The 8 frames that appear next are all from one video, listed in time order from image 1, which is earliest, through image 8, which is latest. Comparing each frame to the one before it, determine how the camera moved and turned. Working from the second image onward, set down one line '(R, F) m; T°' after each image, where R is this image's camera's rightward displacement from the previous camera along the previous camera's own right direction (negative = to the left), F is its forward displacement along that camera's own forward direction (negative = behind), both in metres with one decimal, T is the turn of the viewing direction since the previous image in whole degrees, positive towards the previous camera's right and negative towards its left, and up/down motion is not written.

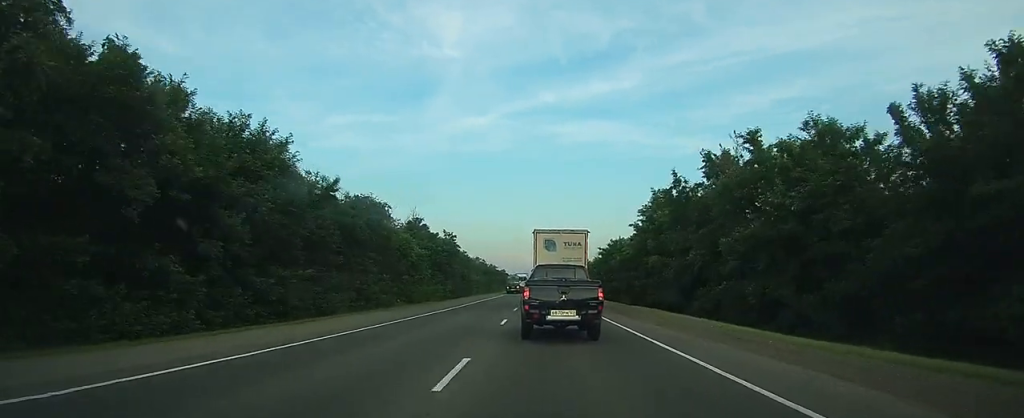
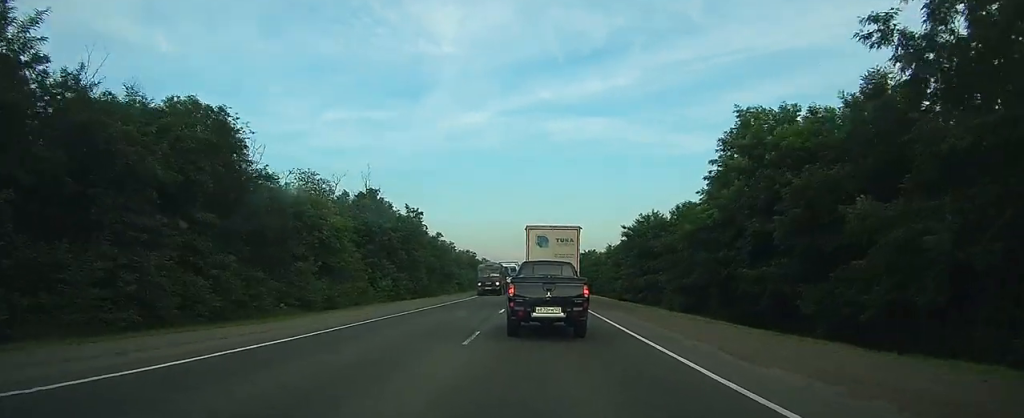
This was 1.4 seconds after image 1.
(+0.2, +31.3) m; +1°
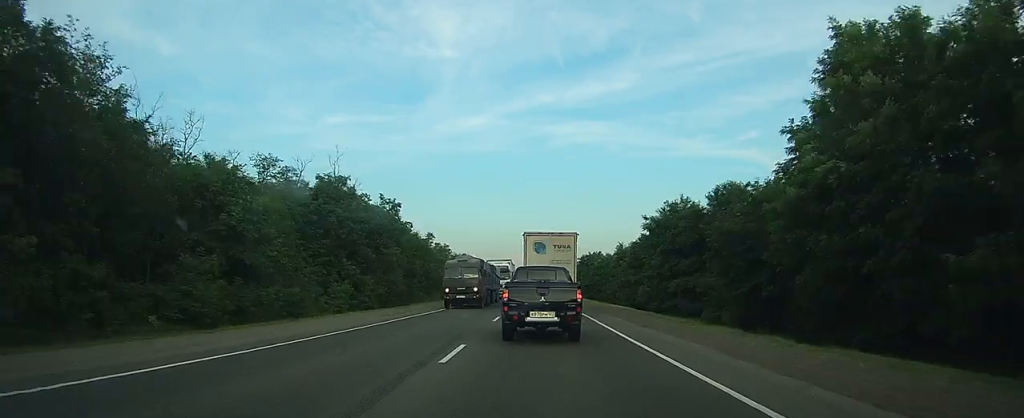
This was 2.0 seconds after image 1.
(0.0, +14.1) m; 0°
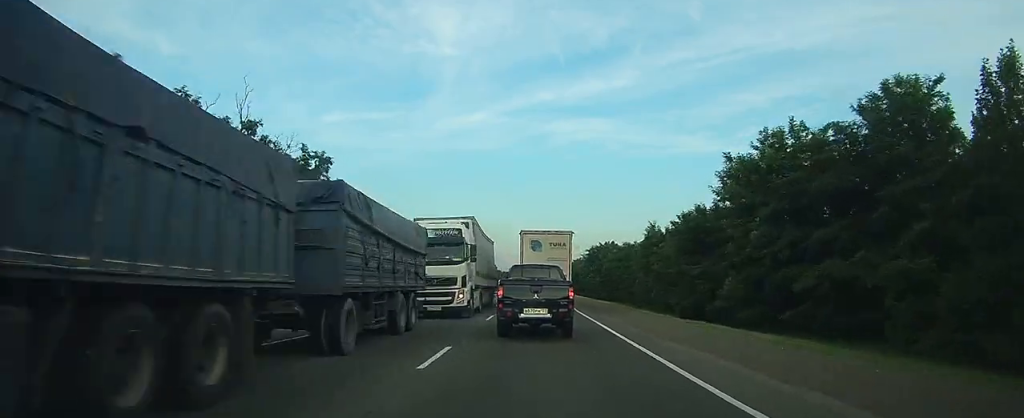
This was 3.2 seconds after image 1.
(+0.2, +25.0) m; +1°
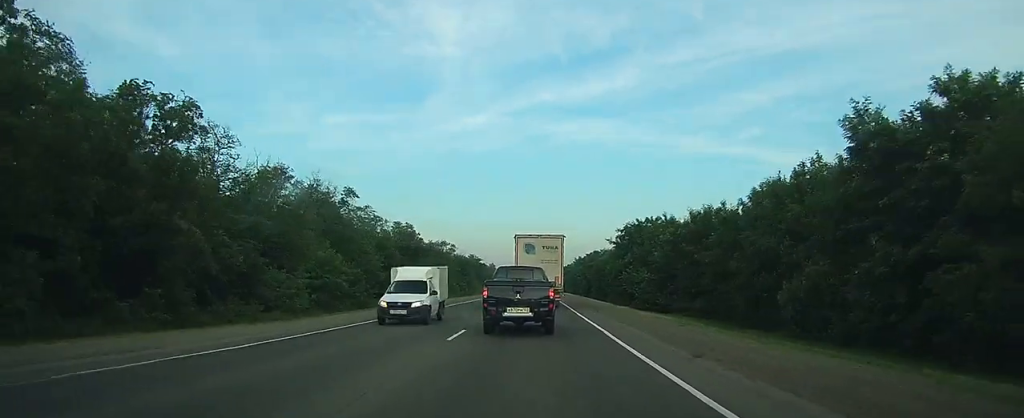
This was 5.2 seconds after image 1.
(0.0, +43.8) m; 0°
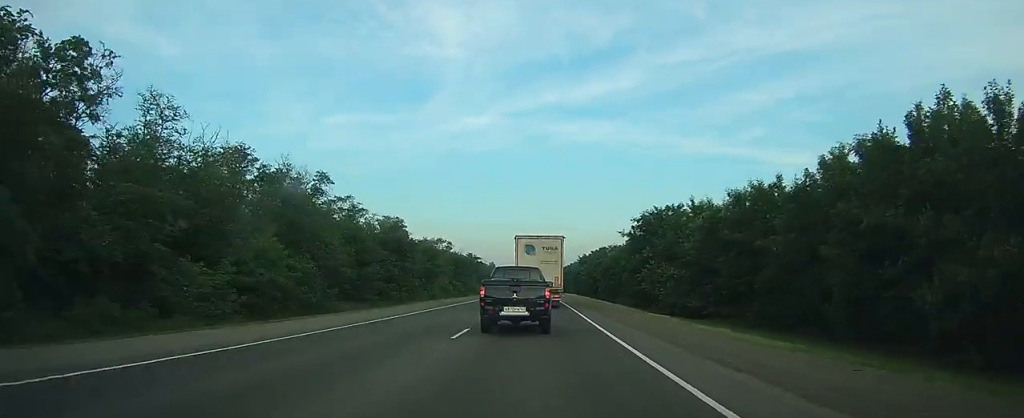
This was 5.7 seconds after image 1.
(0.0, +11.6) m; 0°
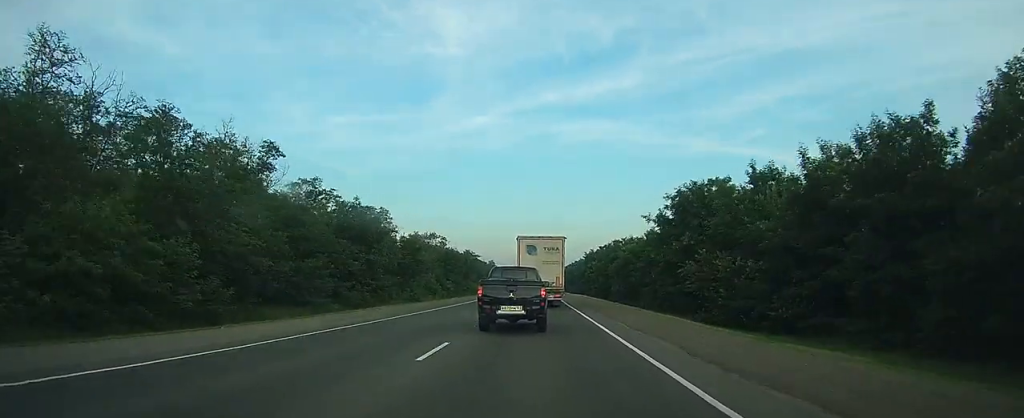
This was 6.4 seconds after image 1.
(0.0, +16.0) m; 0°
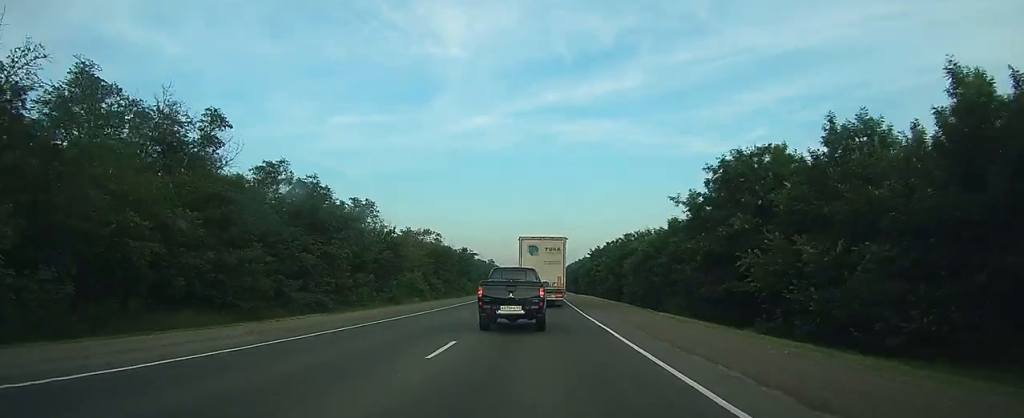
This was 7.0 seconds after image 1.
(0.0, +11.6) m; 0°
